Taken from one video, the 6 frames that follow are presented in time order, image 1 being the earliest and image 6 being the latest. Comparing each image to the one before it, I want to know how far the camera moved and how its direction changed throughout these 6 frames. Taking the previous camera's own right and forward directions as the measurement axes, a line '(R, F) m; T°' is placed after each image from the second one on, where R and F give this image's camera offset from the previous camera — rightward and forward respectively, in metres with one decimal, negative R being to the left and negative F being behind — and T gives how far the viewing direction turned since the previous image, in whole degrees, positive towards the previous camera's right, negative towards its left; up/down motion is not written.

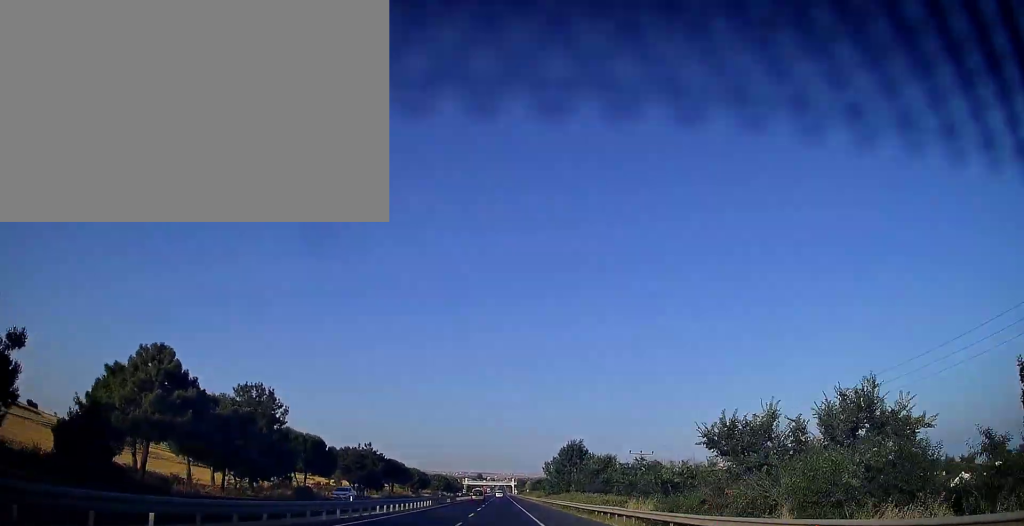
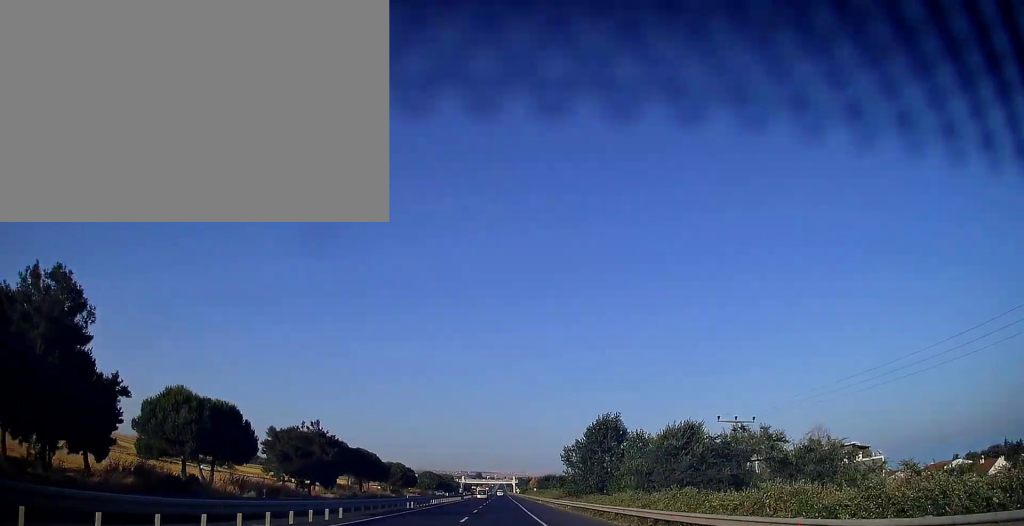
(-0.1, +32.8) m; 0°
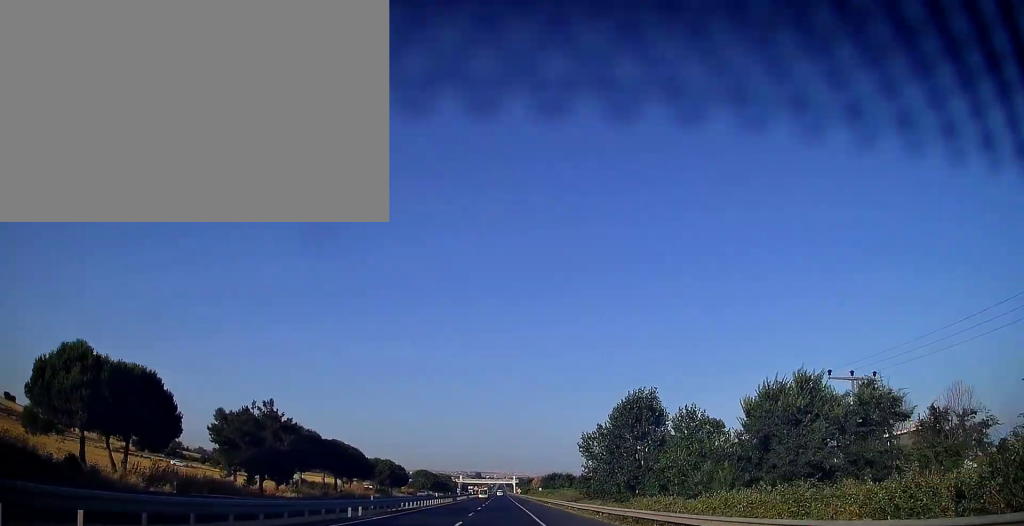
(0.0, +16.6) m; 0°
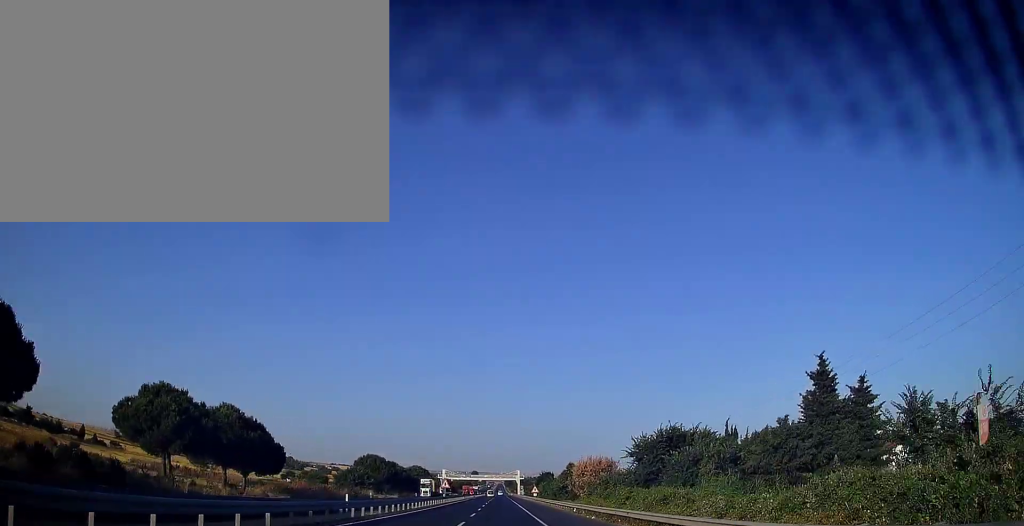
(0.0, +95.0) m; +1°
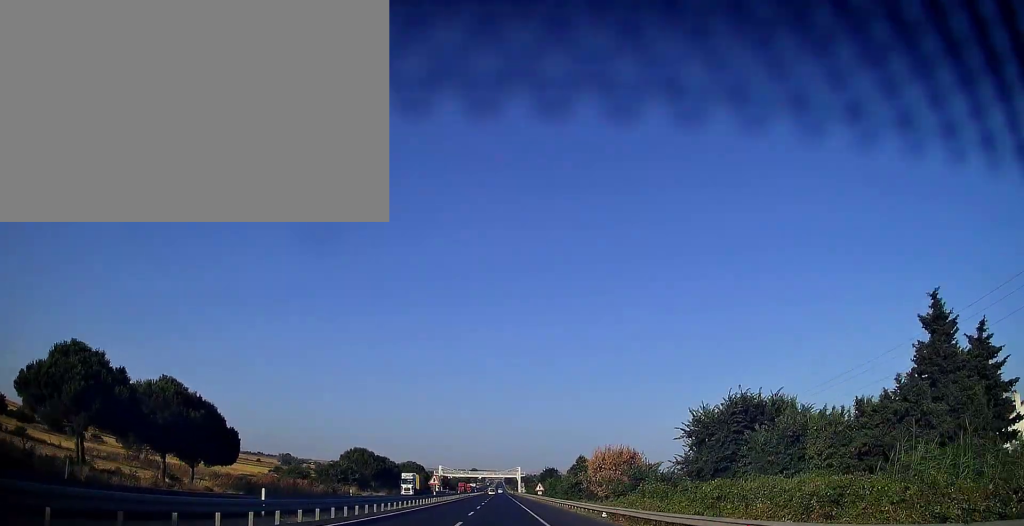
(0.0, +14.0) m; 0°
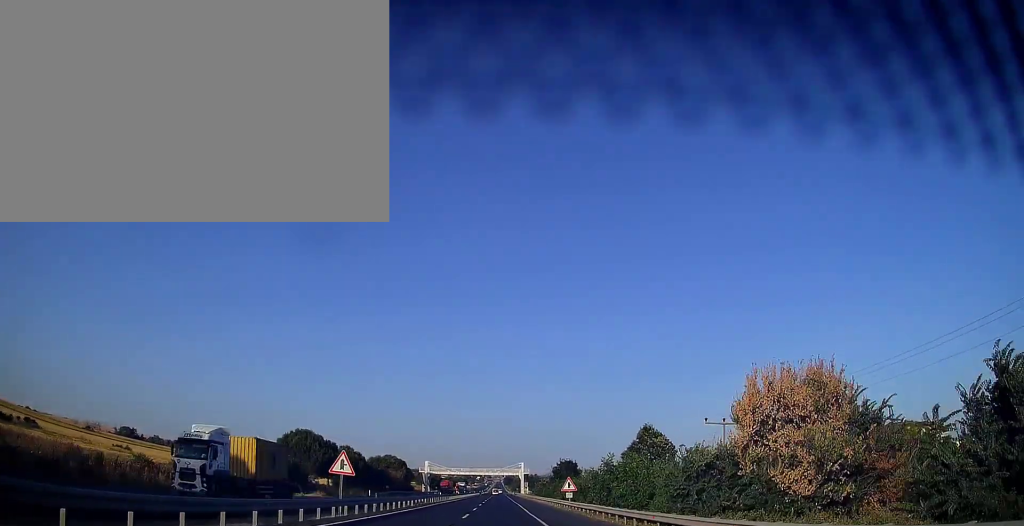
(-0.3, +38.6) m; 0°
